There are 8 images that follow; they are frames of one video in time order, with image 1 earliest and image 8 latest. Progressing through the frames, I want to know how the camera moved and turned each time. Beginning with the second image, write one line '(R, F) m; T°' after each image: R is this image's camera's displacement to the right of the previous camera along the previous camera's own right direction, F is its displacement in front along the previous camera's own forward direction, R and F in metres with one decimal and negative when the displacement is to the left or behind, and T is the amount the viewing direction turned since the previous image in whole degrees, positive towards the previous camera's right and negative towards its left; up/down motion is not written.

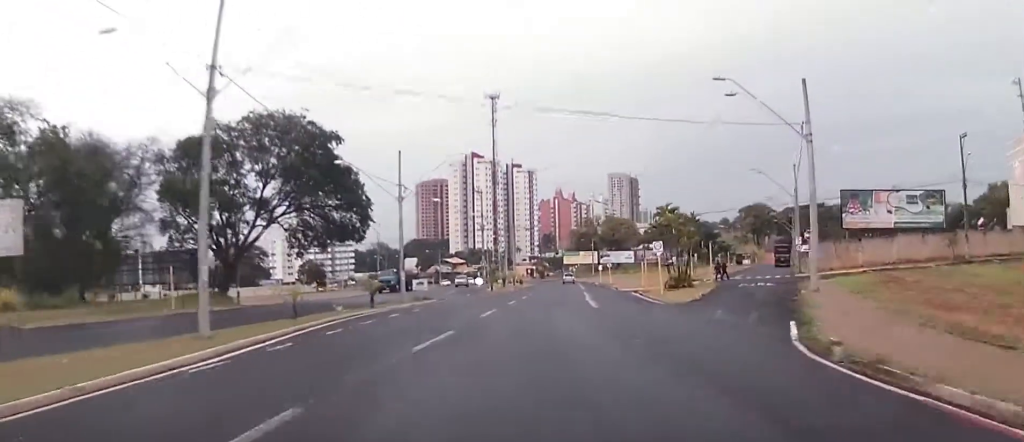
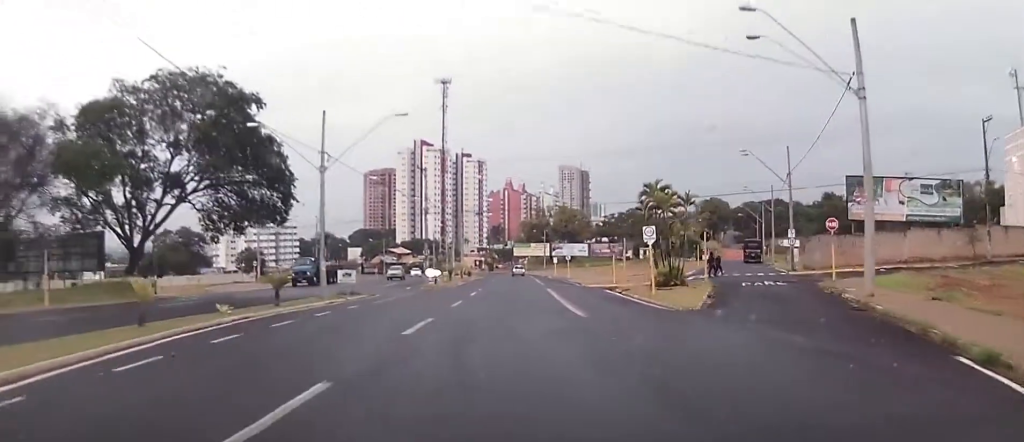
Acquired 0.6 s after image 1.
(+0.3, +8.5) m; +3°
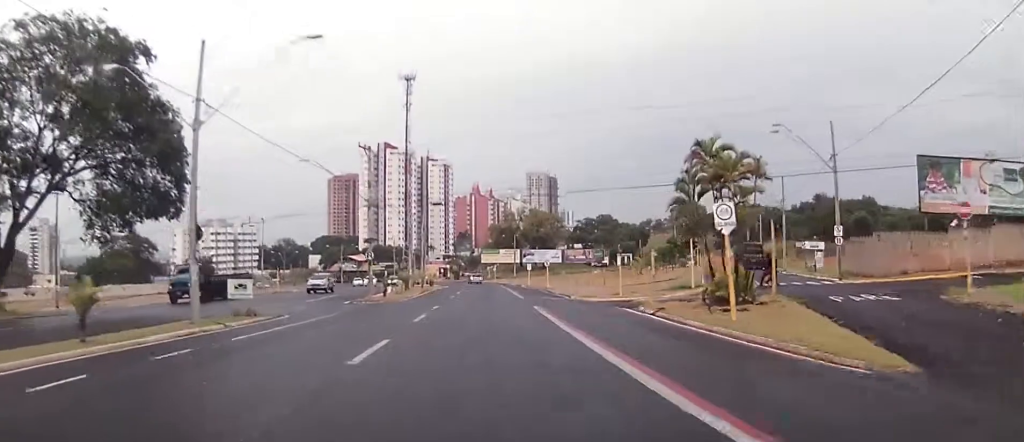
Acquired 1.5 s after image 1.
(+0.5, +12.3) m; +3°
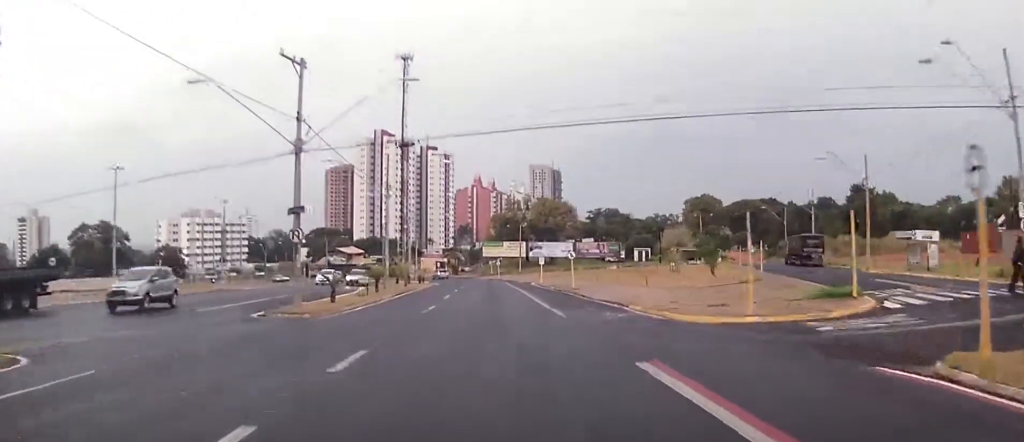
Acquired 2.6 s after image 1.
(+0.1, +16.7) m; -1°
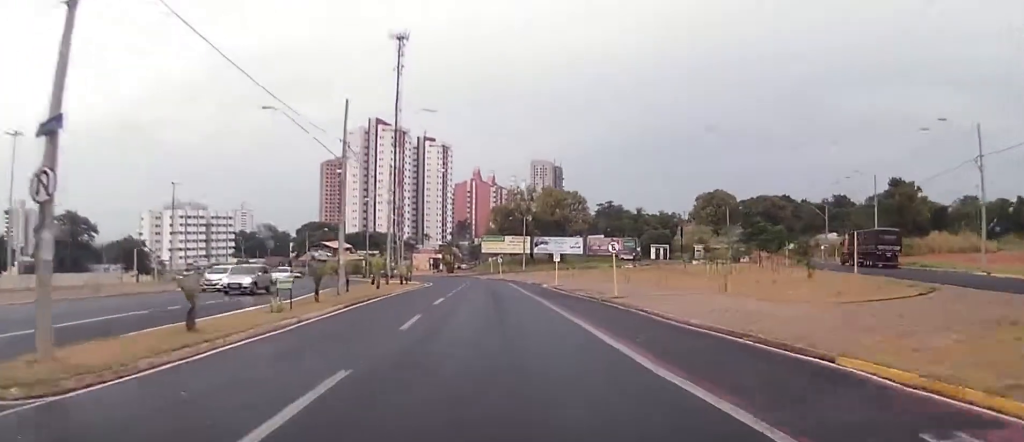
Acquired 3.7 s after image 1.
(-0.1, +15.3) m; +1°
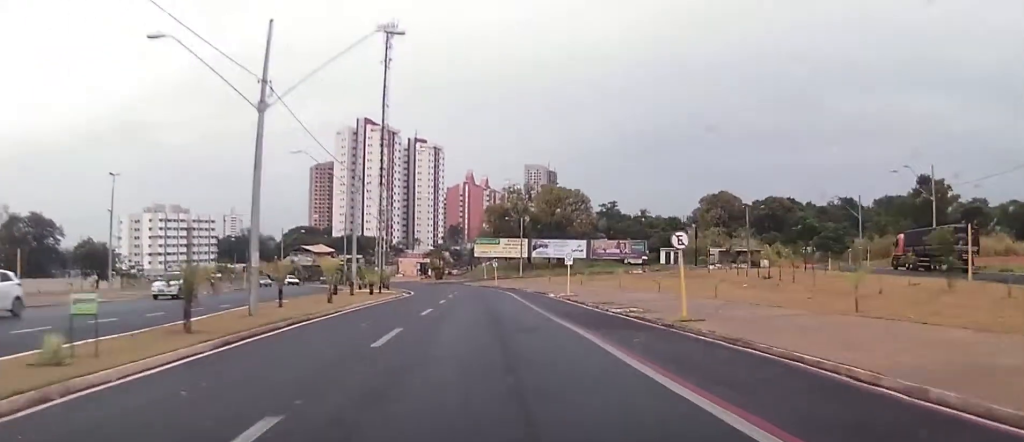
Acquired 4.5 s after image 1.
(+0.3, +11.9) m; +2°
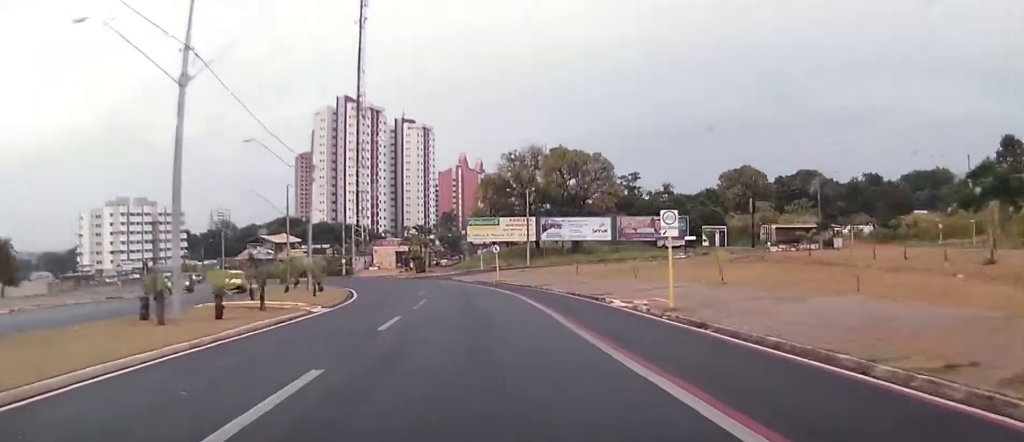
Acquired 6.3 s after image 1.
(-0.2, +24.8) m; 0°
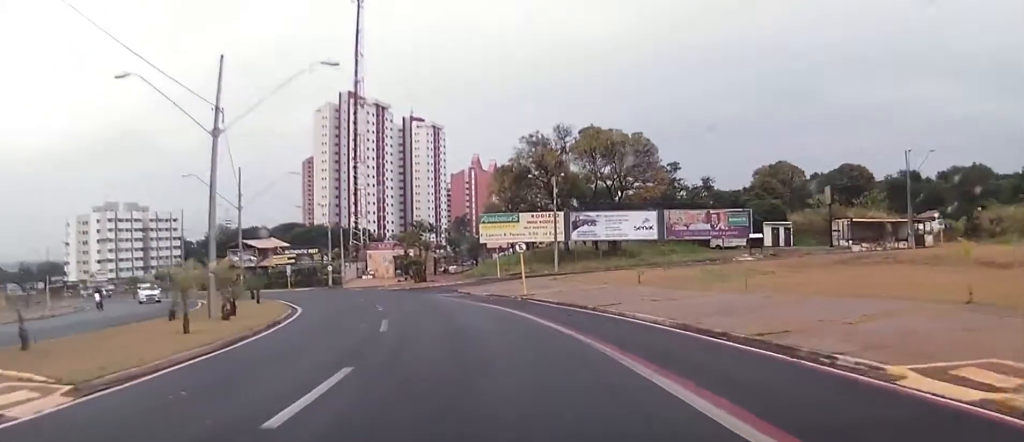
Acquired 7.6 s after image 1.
(+0.1, +16.6) m; -2°
